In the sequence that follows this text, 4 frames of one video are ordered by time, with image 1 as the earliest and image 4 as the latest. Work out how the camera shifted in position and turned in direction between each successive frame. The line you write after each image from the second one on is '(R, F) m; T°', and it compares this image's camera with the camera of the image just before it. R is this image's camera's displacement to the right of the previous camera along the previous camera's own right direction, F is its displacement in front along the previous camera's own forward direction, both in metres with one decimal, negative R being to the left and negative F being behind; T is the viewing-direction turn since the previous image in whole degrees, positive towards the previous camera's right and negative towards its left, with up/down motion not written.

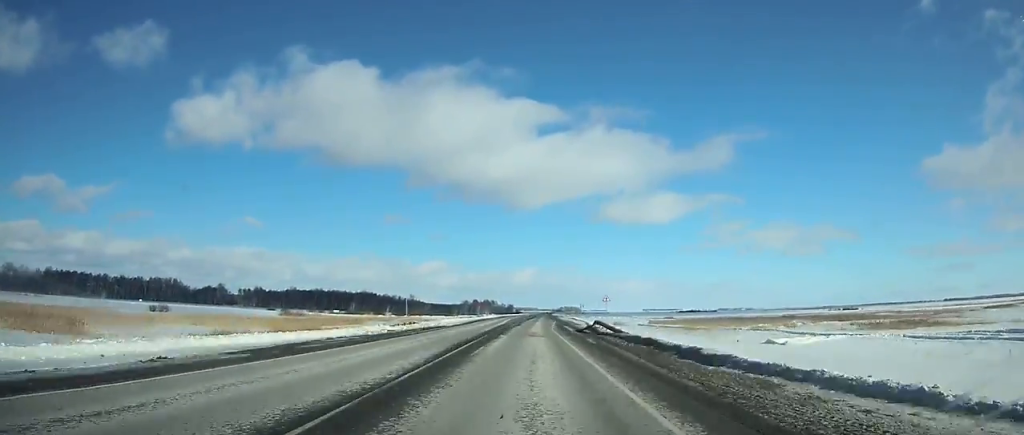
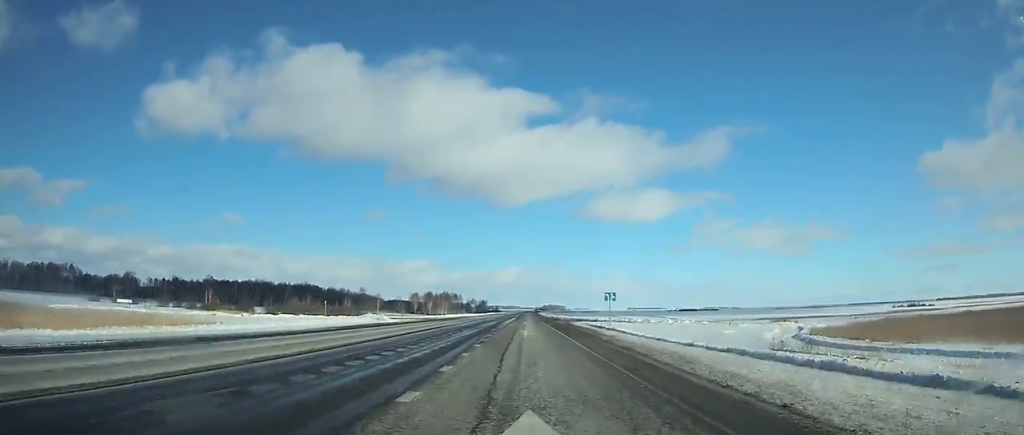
(+1.7, +137.7) m; +1°
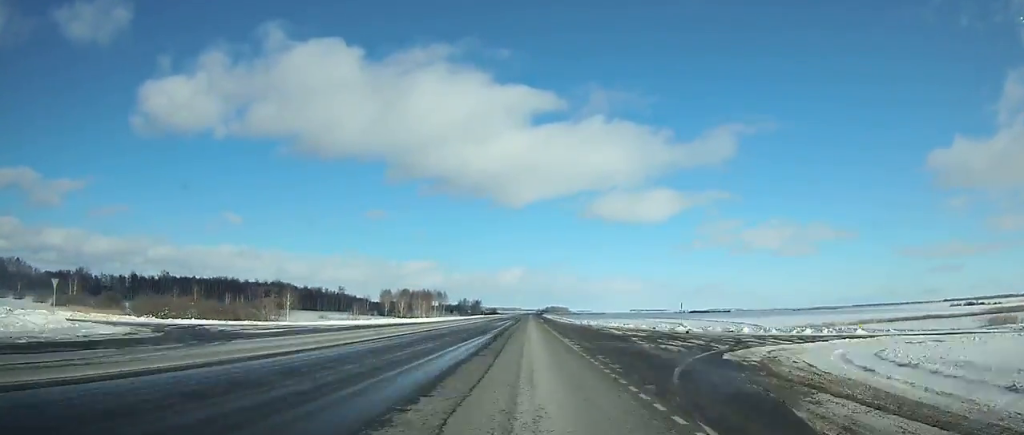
(0.0, +67.0) m; 0°
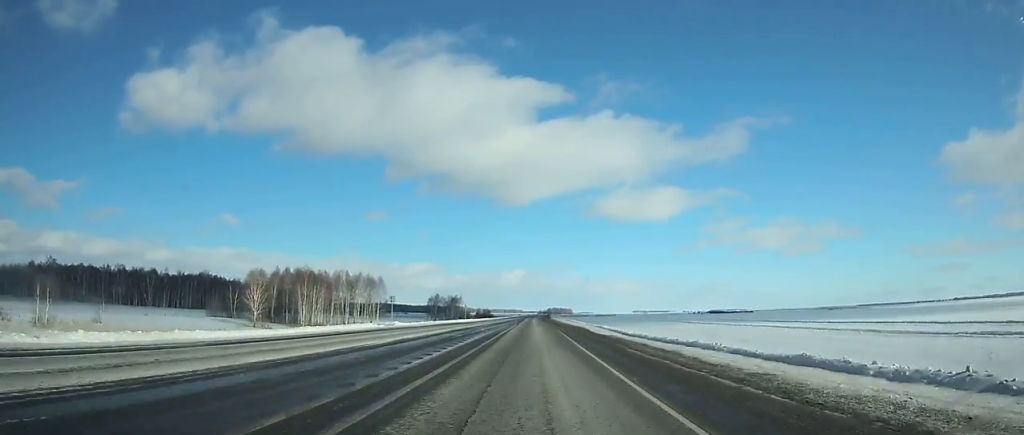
(-0.2, +120.4) m; 0°
